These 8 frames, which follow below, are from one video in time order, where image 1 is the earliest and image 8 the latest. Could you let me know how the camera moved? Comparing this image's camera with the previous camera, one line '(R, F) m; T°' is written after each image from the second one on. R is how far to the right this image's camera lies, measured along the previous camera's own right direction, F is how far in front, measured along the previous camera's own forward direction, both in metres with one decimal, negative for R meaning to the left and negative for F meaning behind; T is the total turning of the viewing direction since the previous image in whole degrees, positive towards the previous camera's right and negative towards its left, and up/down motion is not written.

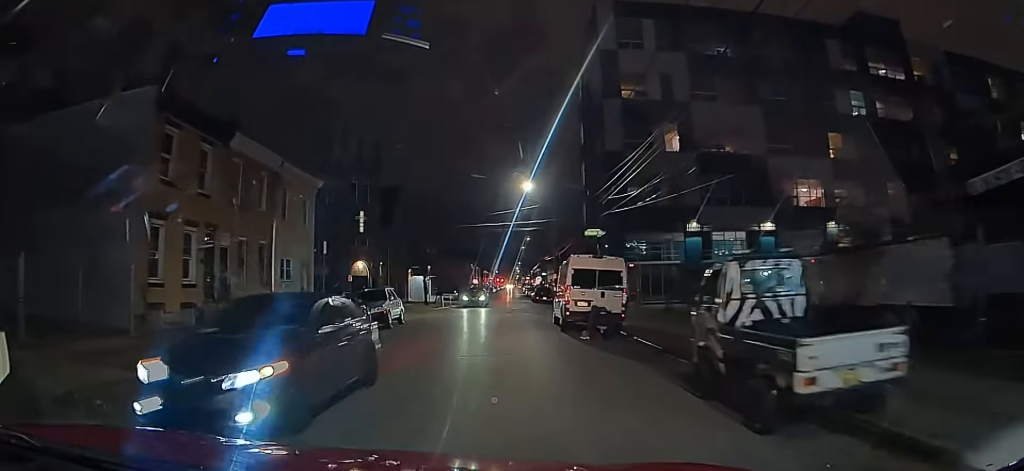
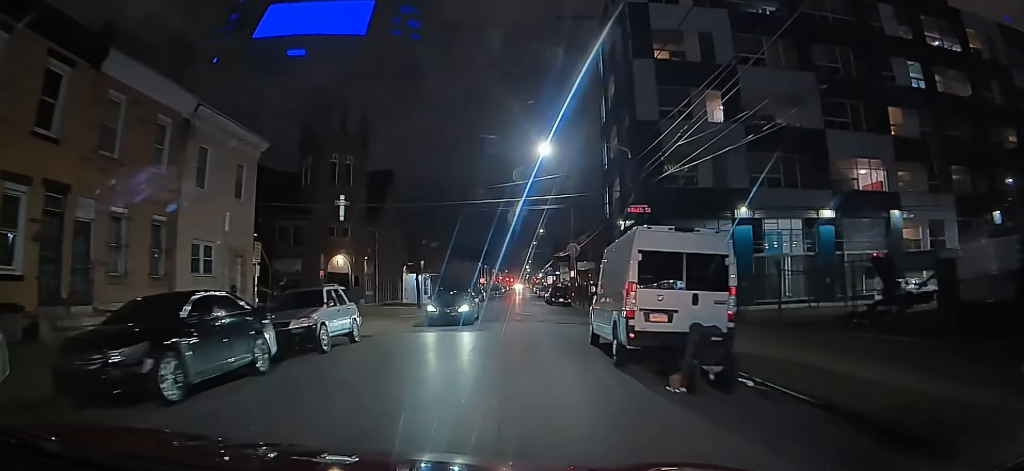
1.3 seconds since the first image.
(-1.1, +9.3) m; -6°
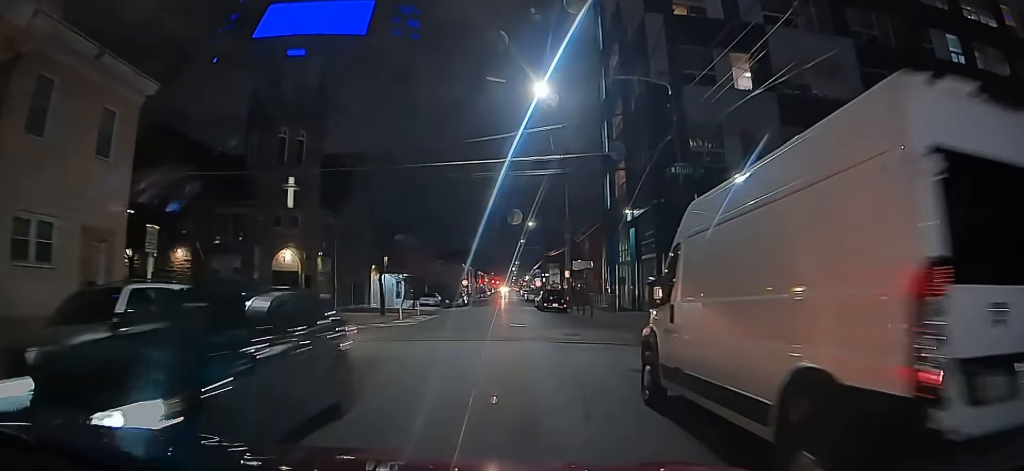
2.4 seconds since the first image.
(+0.4, +8.7) m; -1°
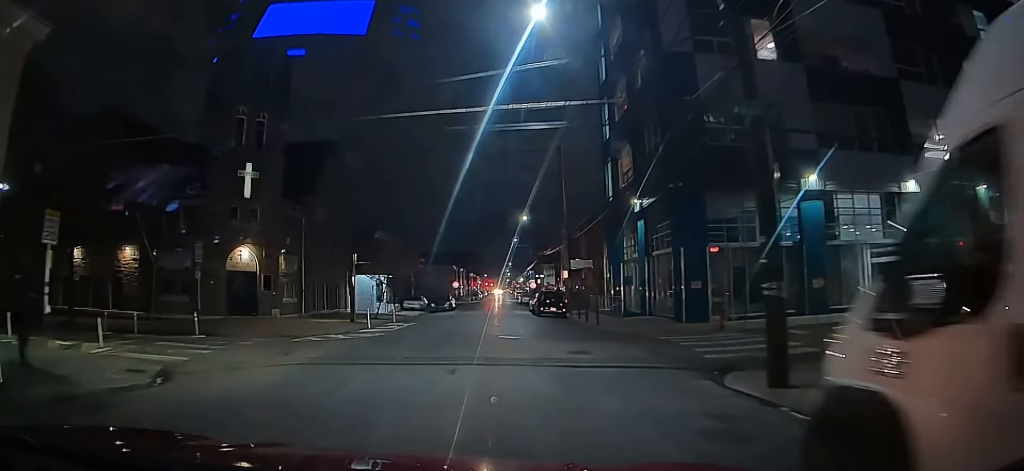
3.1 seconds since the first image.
(-0.3, +5.9) m; -4°
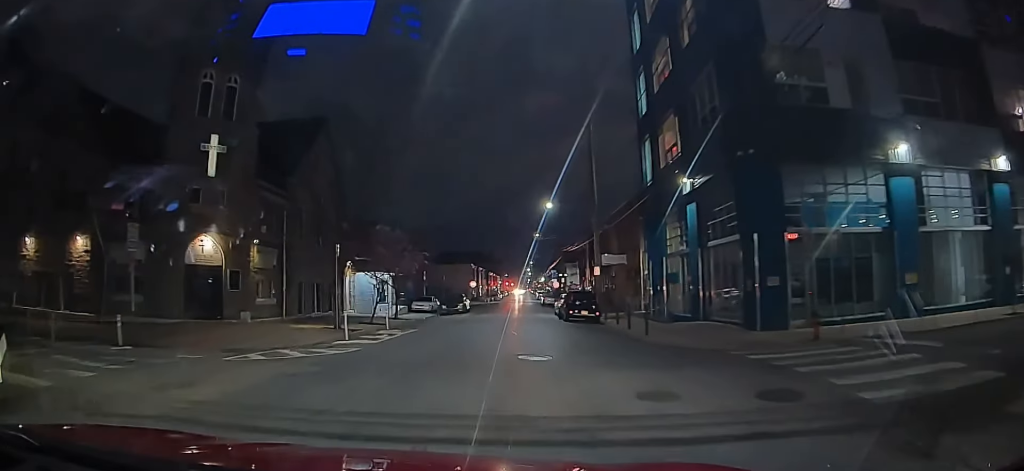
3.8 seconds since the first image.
(-0.2, +7.3) m; -2°
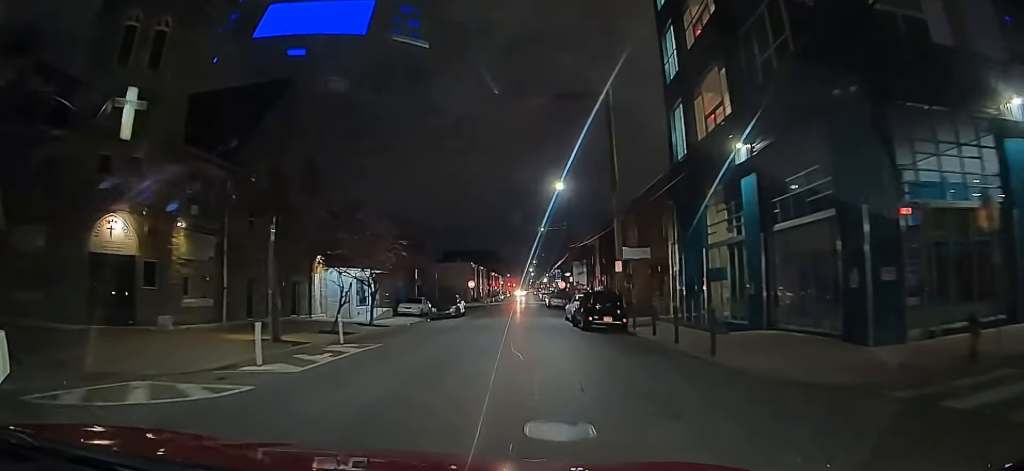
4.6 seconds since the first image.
(-0.1, +7.4) m; -1°
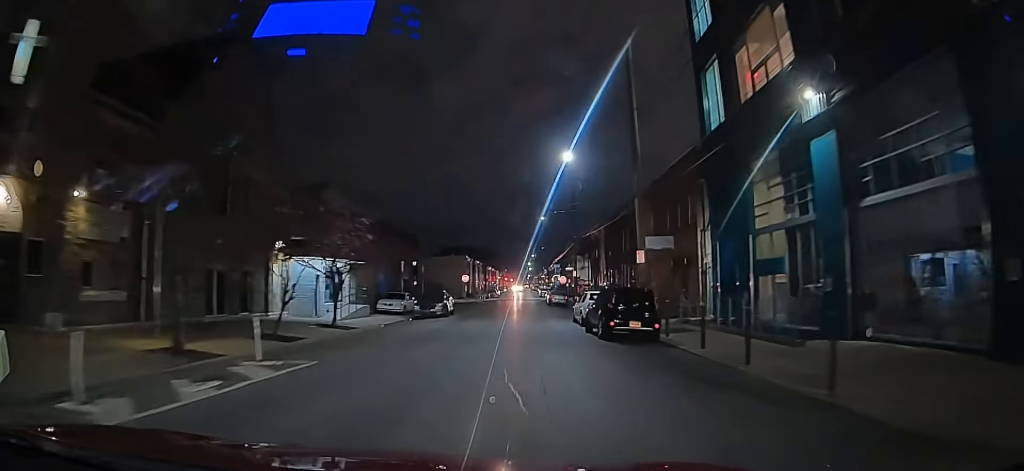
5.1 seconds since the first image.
(0.0, +5.6) m; 0°
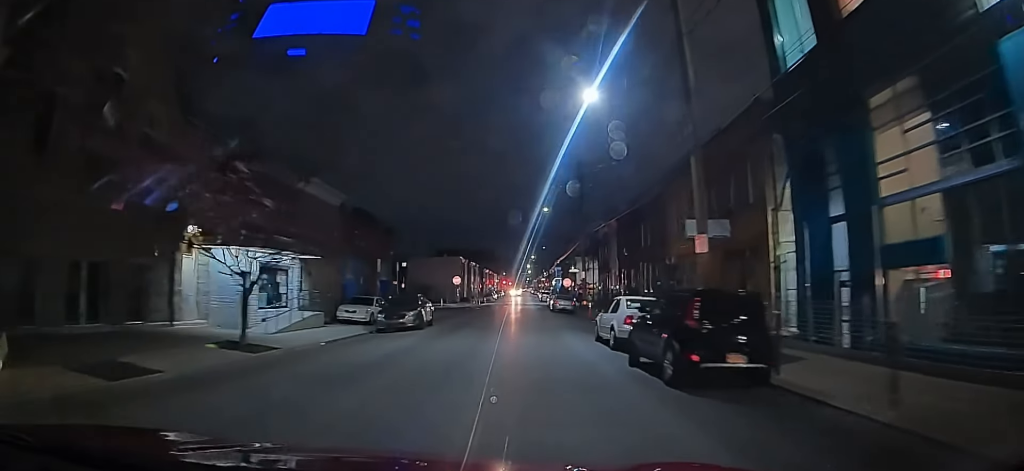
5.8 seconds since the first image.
(-0.1, +7.6) m; 0°
